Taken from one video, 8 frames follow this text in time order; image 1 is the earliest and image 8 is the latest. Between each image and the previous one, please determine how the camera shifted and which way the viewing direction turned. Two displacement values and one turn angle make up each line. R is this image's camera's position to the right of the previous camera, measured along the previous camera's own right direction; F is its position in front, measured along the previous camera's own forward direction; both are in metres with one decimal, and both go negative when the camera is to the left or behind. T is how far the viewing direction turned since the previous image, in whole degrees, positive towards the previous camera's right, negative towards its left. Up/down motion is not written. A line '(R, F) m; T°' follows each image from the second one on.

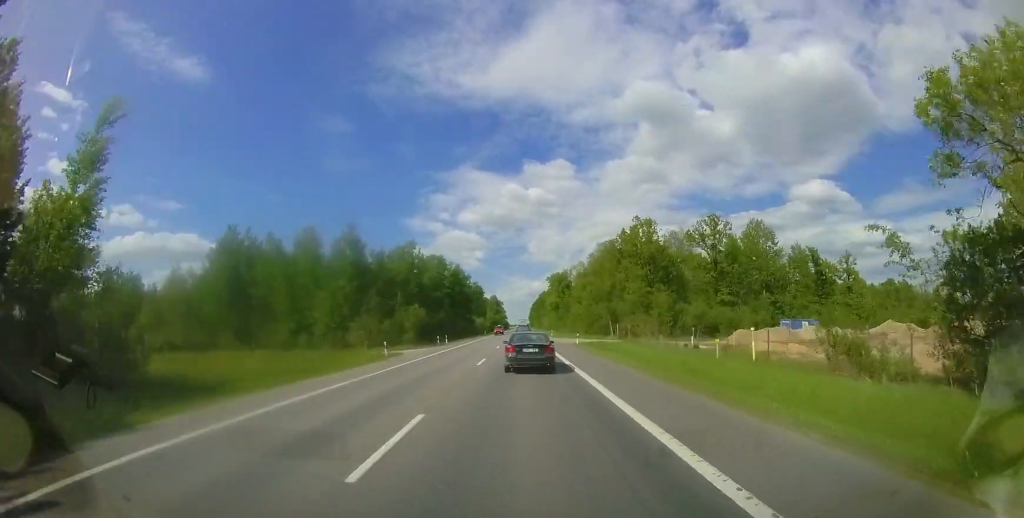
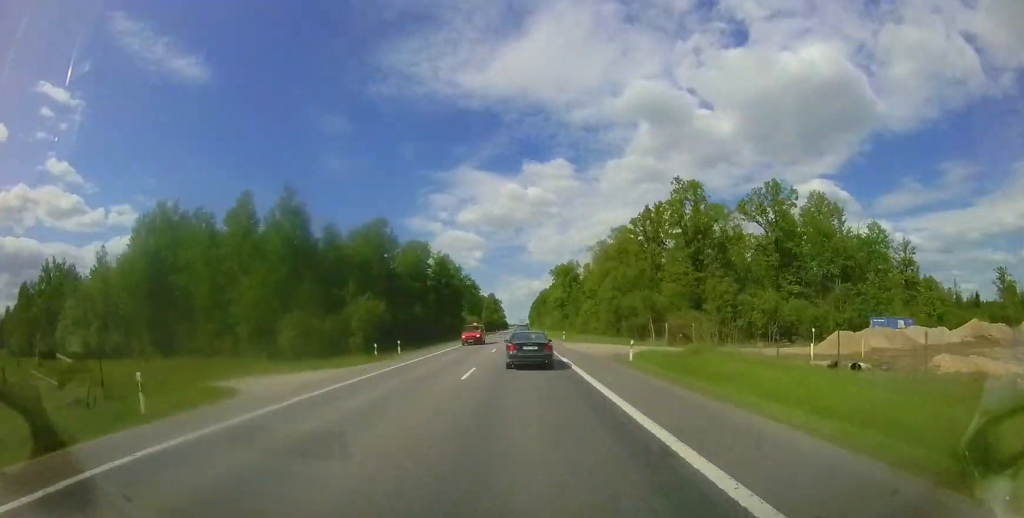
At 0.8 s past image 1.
(+0.2, +17.0) m; +1°
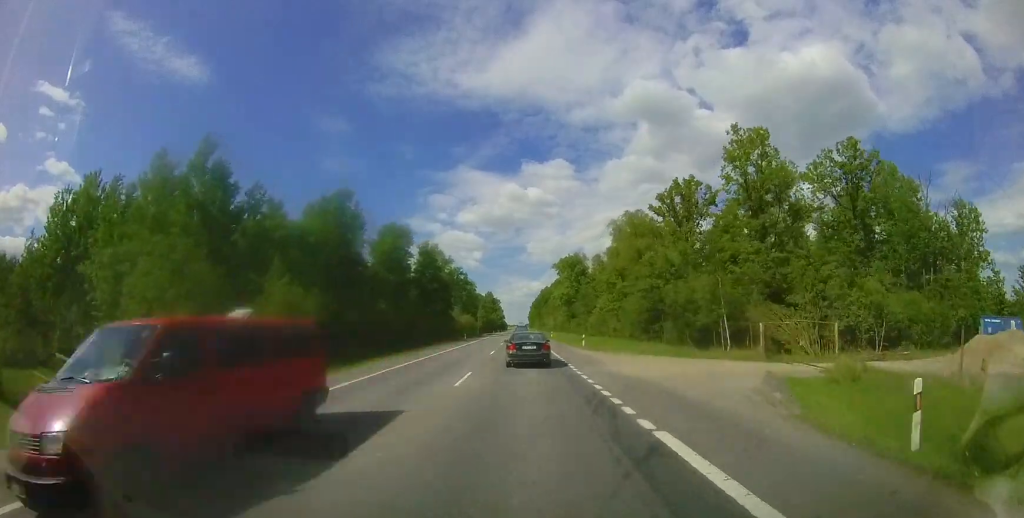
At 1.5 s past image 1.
(0.0, +13.5) m; 0°
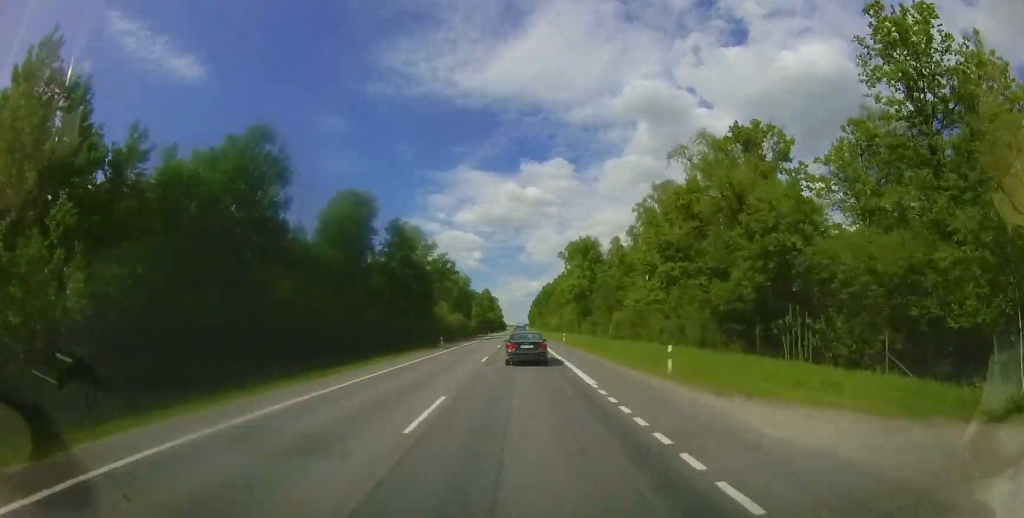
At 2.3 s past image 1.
(0.0, +16.8) m; 0°
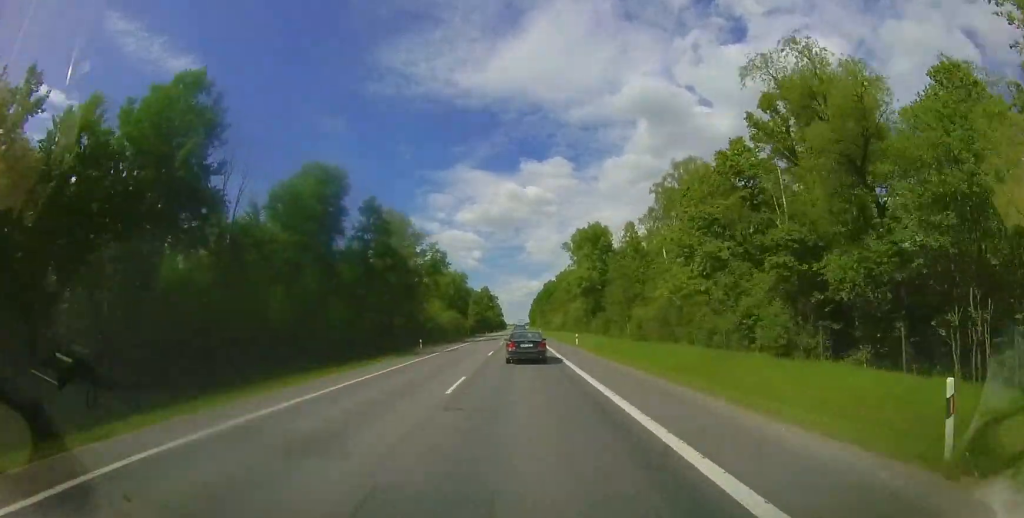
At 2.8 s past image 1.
(0.0, +8.4) m; 0°
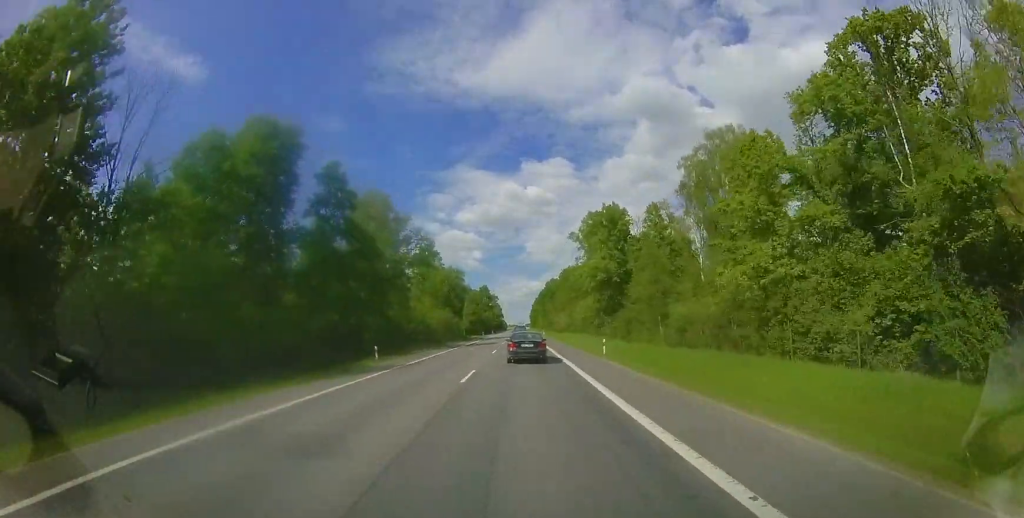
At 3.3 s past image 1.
(0.0, +9.9) m; 0°
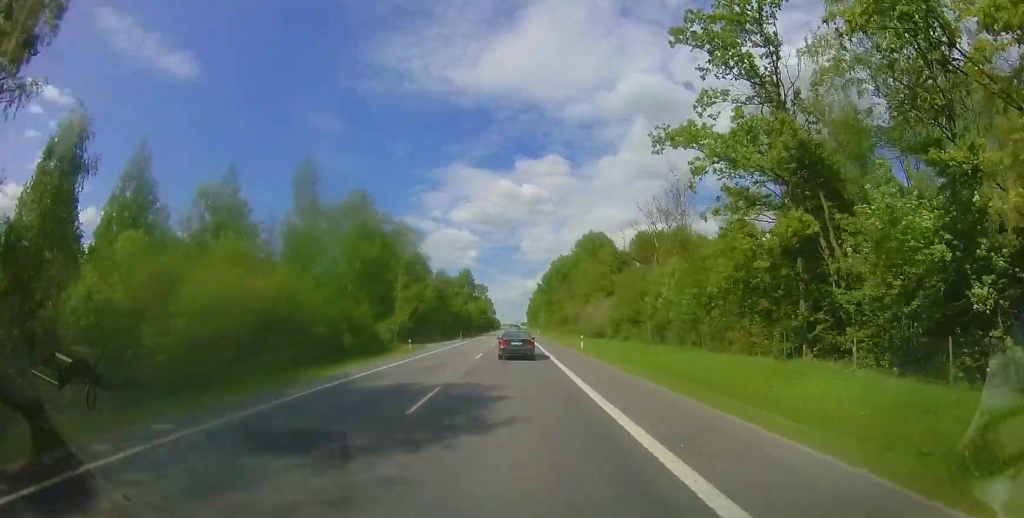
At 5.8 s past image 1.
(+0.6, +51.4) m; +1°
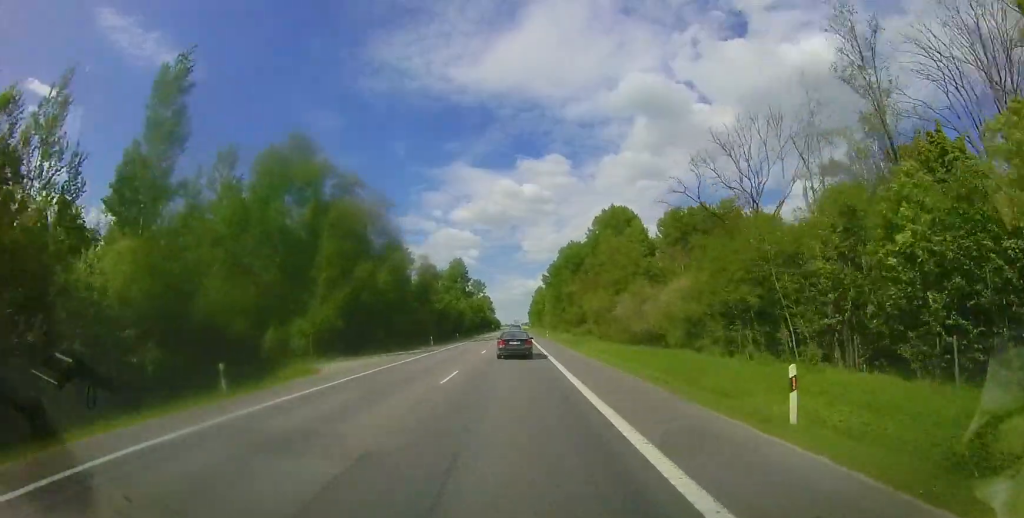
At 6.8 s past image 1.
(-0.3, +19.9) m; -1°
